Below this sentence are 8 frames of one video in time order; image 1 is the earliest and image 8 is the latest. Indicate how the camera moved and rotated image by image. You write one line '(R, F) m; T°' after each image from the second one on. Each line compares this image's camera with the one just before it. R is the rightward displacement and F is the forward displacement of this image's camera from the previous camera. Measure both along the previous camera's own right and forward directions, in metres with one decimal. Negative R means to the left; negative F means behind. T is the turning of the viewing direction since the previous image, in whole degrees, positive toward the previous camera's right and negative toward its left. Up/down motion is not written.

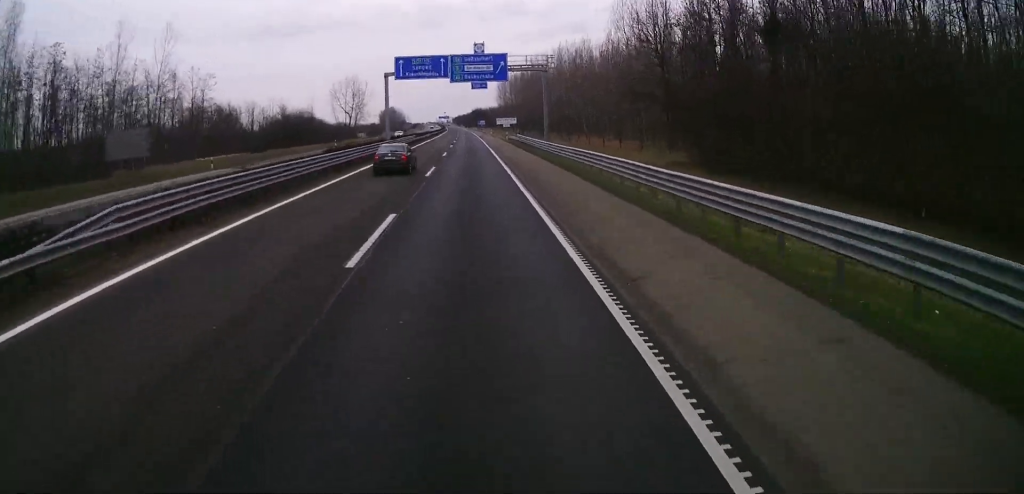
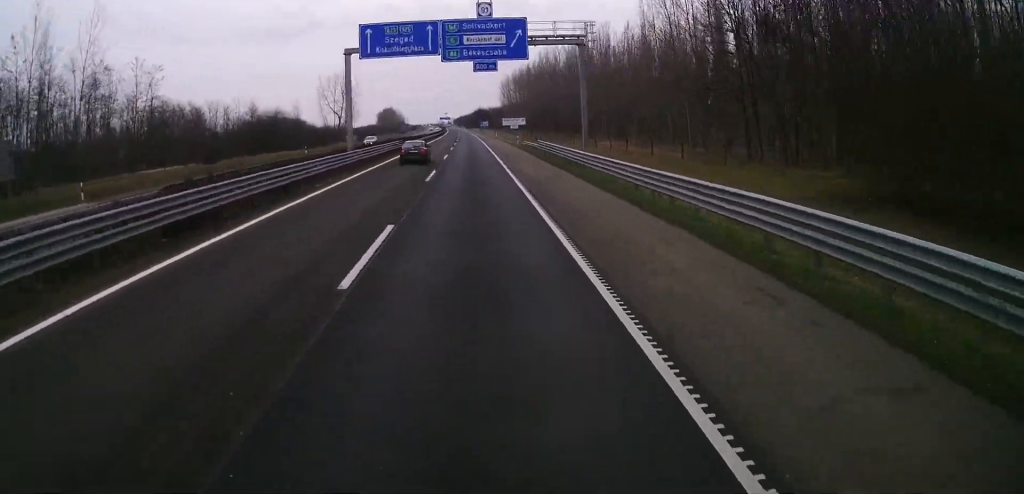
(+0.1, +19.1) m; -1°
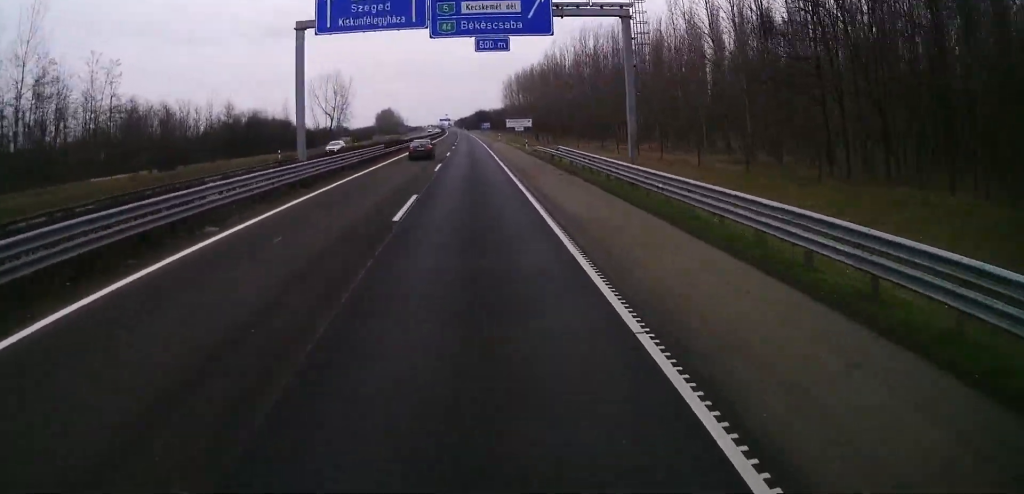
(-0.3, +11.5) m; 0°
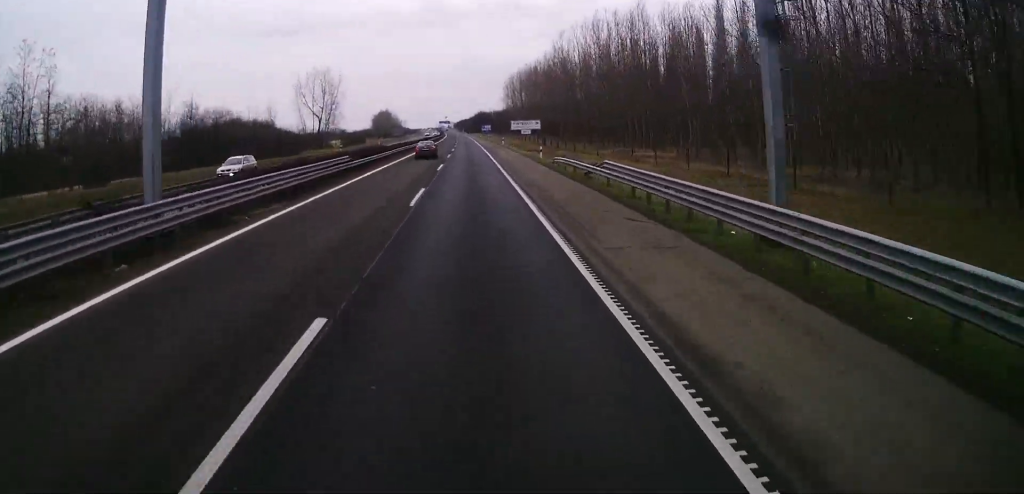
(0.0, +13.8) m; 0°
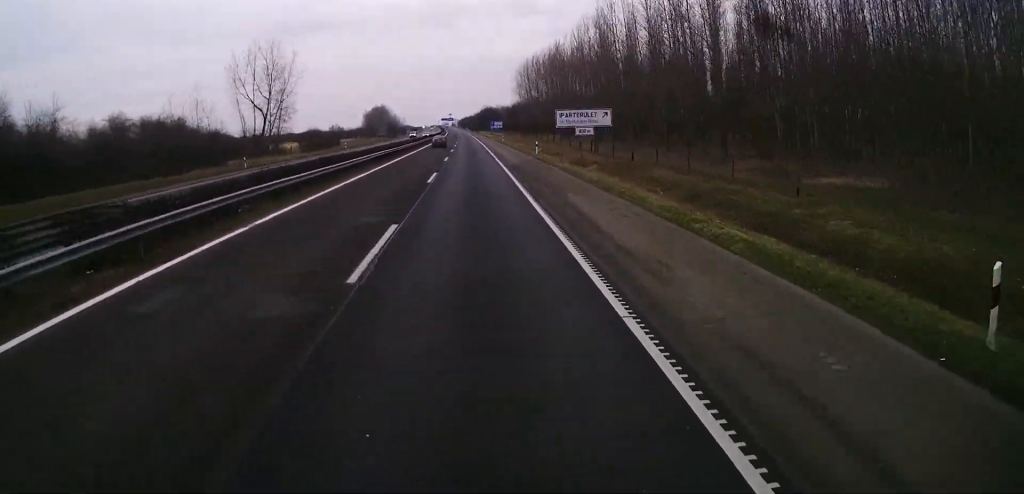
(+0.2, +46.6) m; -1°
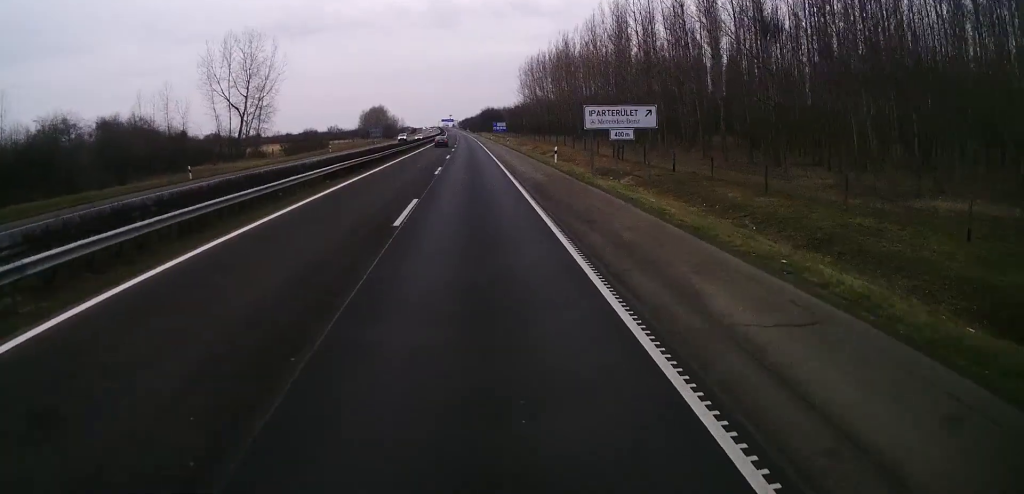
(-0.1, +12.3) m; 0°
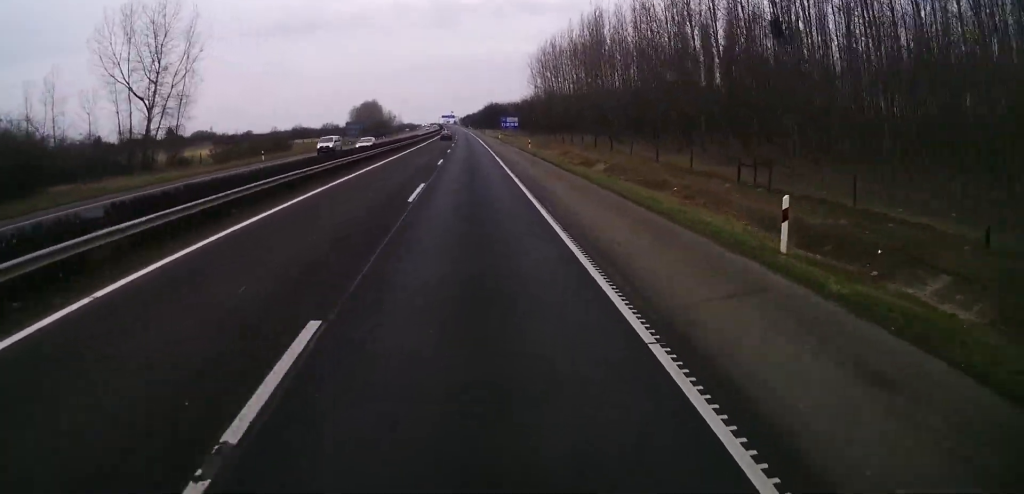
(+0.3, +32.2) m; +1°
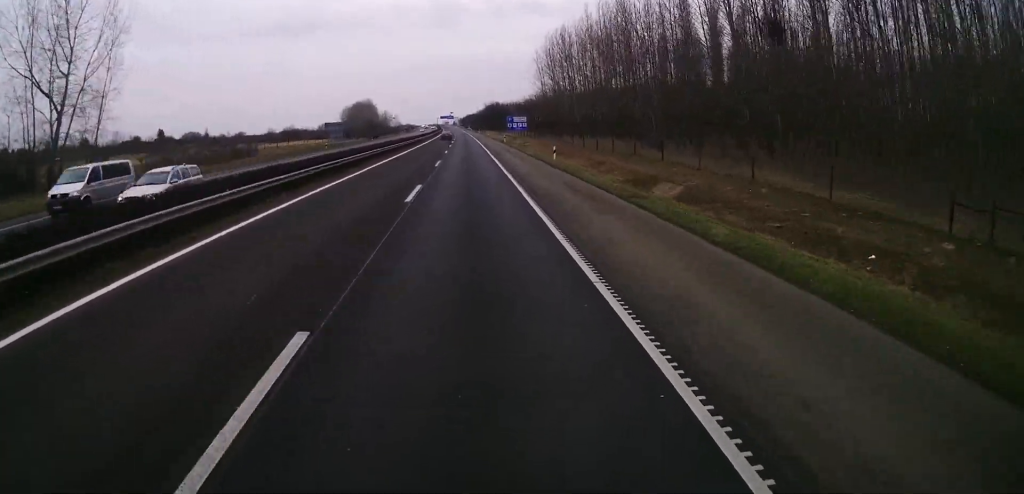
(+0.4, +18.4) m; -1°
